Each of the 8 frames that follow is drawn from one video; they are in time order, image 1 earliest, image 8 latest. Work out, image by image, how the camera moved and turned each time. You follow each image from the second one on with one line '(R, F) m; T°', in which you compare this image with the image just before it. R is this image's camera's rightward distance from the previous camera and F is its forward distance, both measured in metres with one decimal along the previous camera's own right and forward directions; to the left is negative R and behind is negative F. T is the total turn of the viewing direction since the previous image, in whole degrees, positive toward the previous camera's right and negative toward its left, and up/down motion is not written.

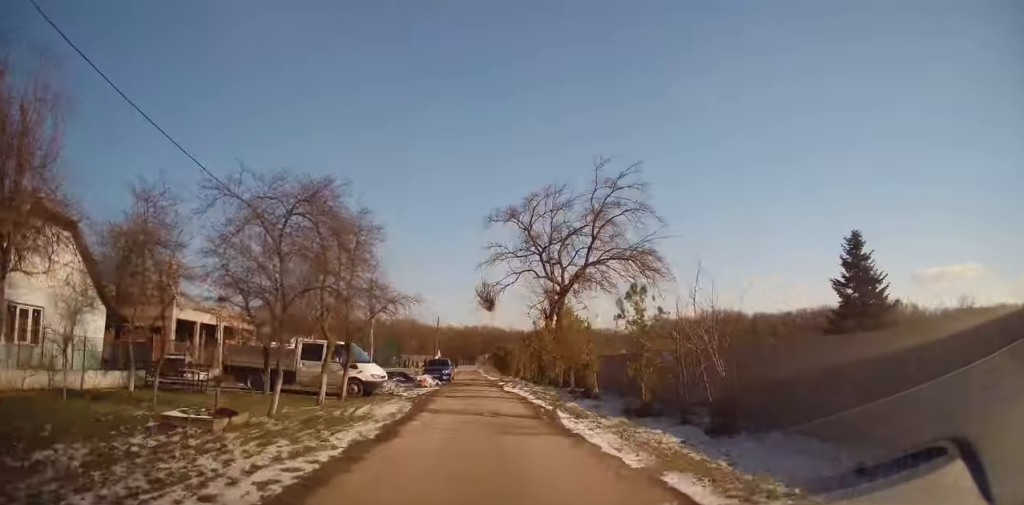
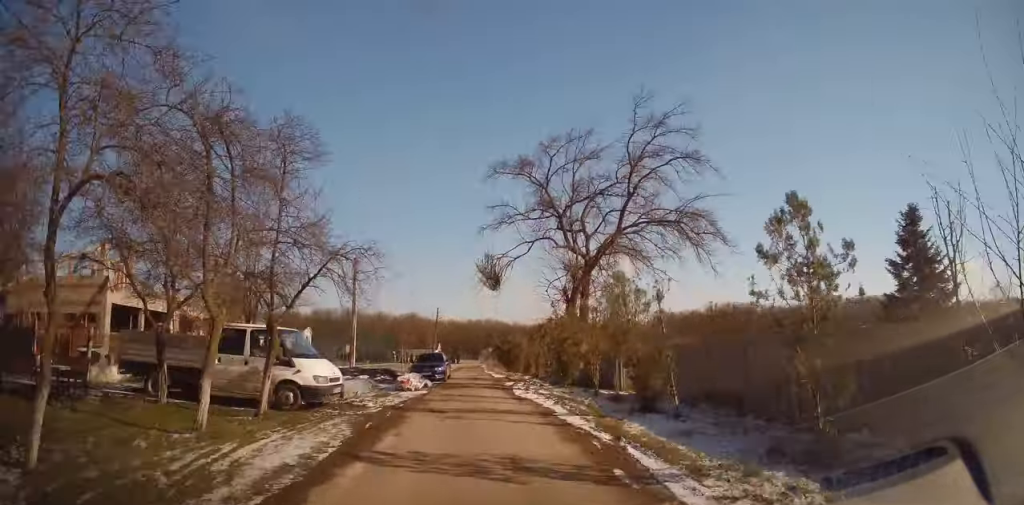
(+0.2, +6.9) m; 0°
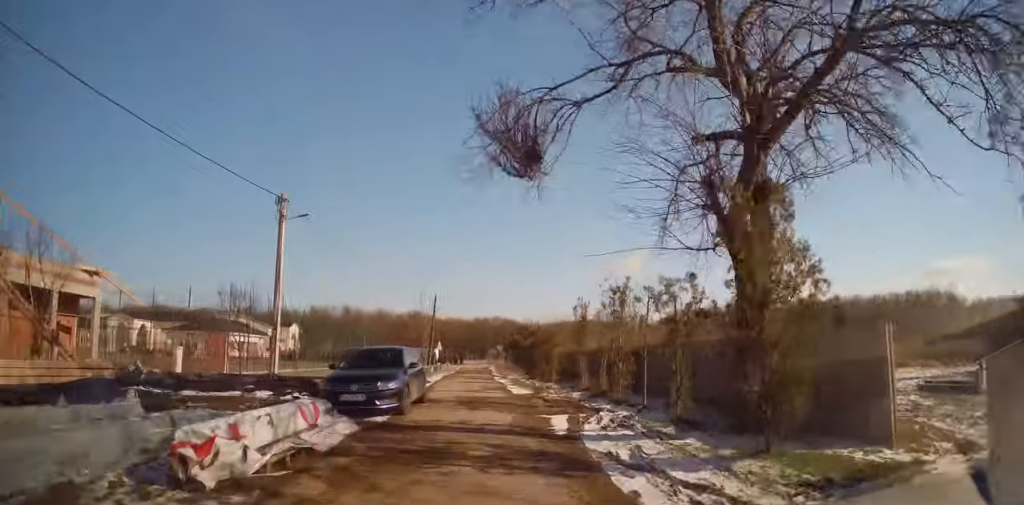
(-0.2, +15.3) m; 0°
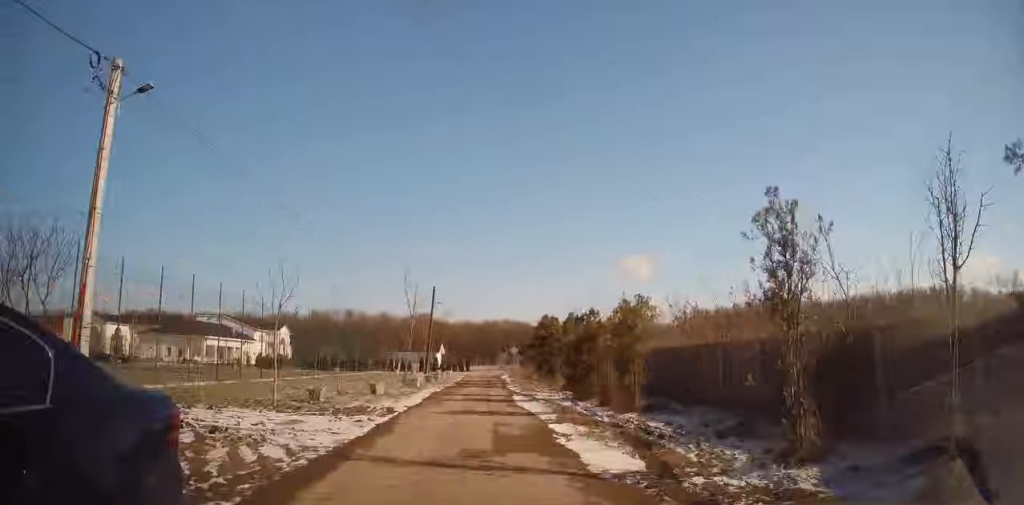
(+0.3, +12.4) m; 0°
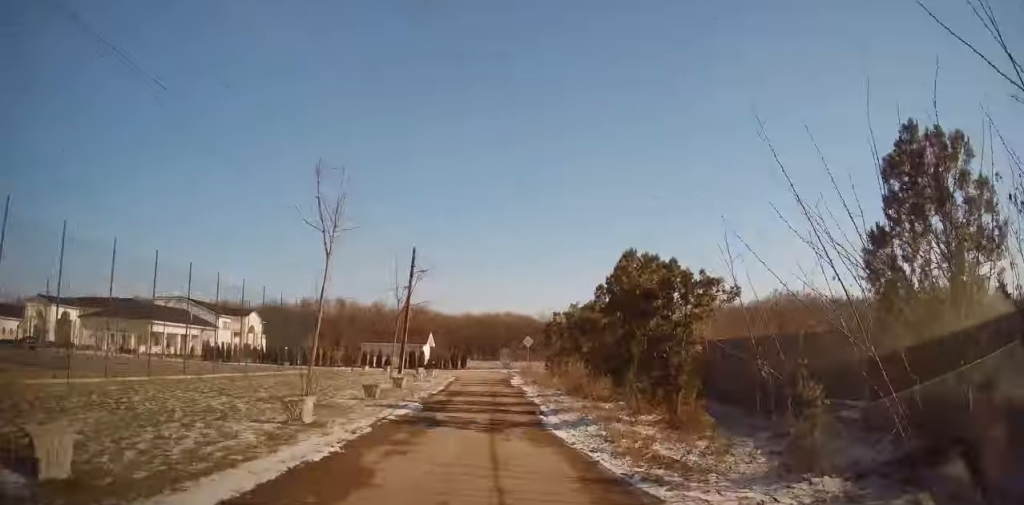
(-0.5, +16.2) m; -2°
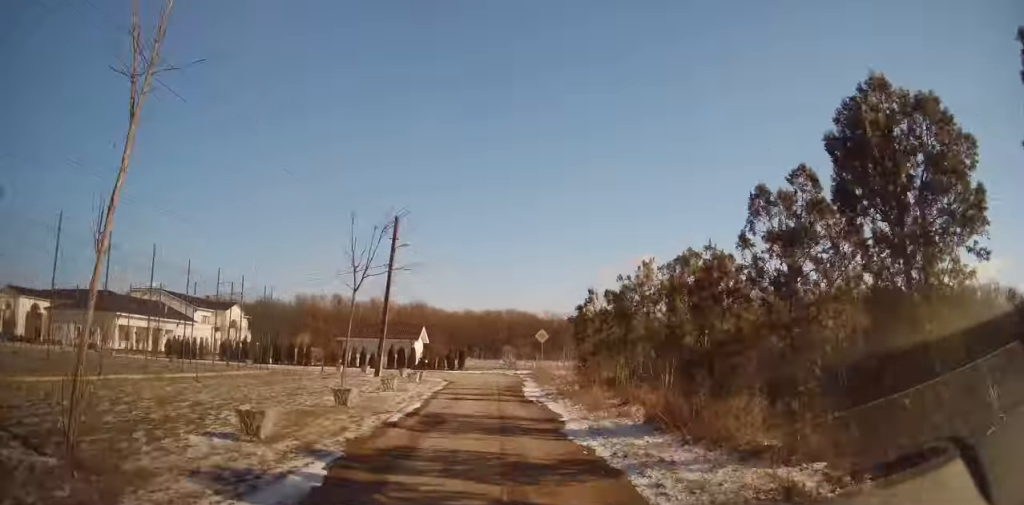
(0.0, +8.0) m; 0°
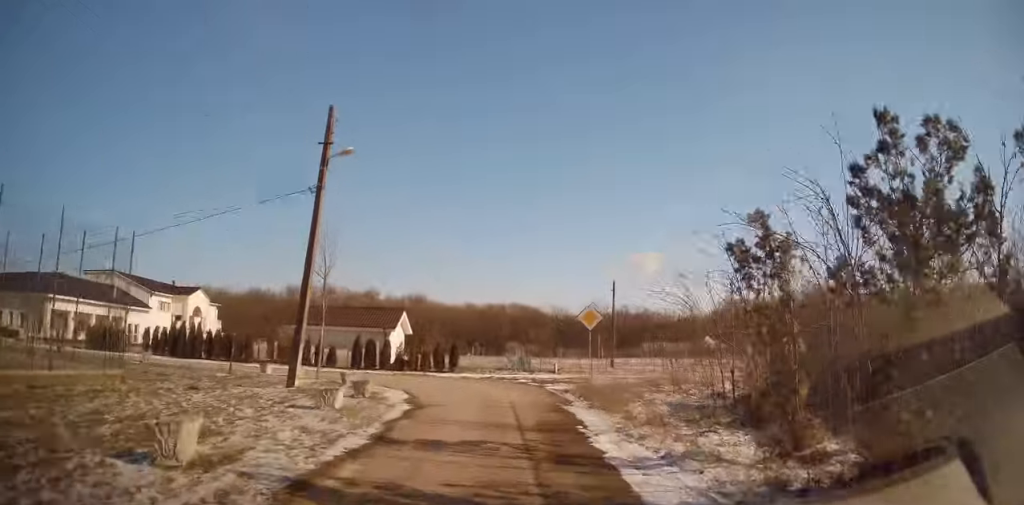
(0.0, +12.6) m; 0°
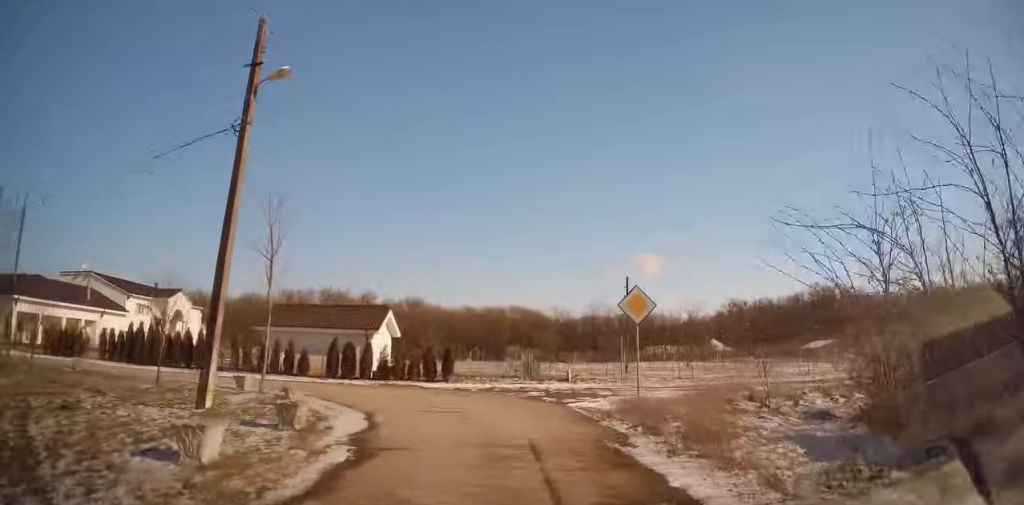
(0.0, +5.3) m; 0°
